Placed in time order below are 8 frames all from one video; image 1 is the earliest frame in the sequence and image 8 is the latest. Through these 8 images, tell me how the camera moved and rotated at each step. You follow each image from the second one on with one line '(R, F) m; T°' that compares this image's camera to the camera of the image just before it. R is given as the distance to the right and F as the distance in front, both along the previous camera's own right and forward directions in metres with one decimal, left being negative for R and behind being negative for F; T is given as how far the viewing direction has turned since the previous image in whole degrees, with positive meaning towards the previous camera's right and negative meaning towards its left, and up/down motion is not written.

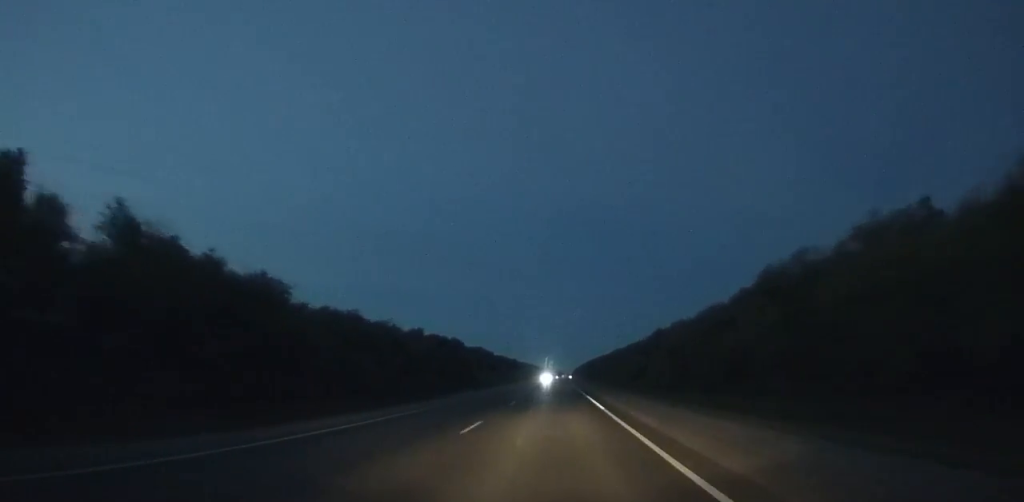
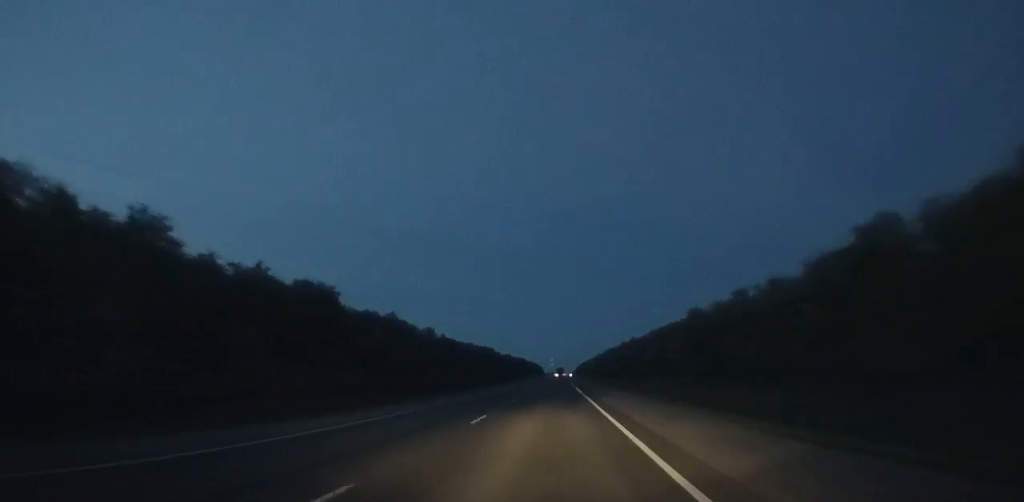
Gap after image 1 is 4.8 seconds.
(+0.3, +128.3) m; 0°
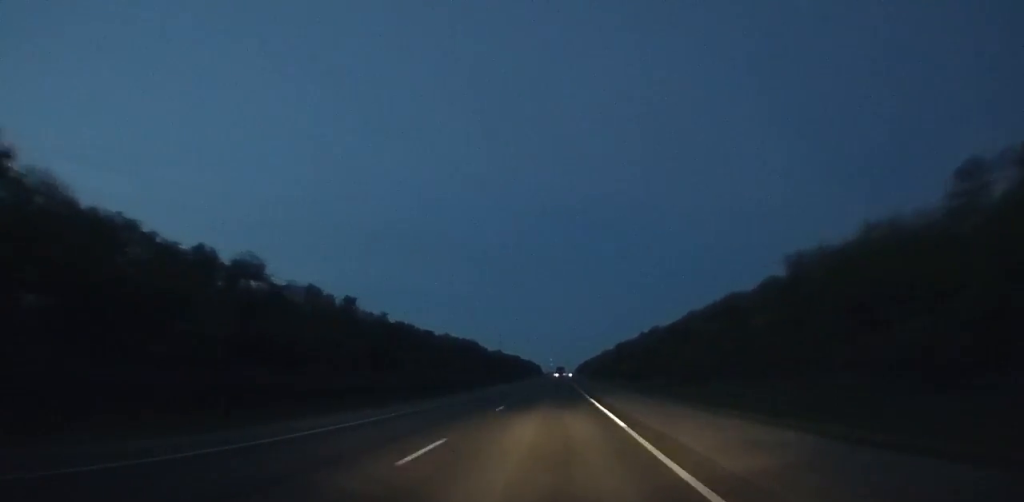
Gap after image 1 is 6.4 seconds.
(0.0, +41.9) m; 0°
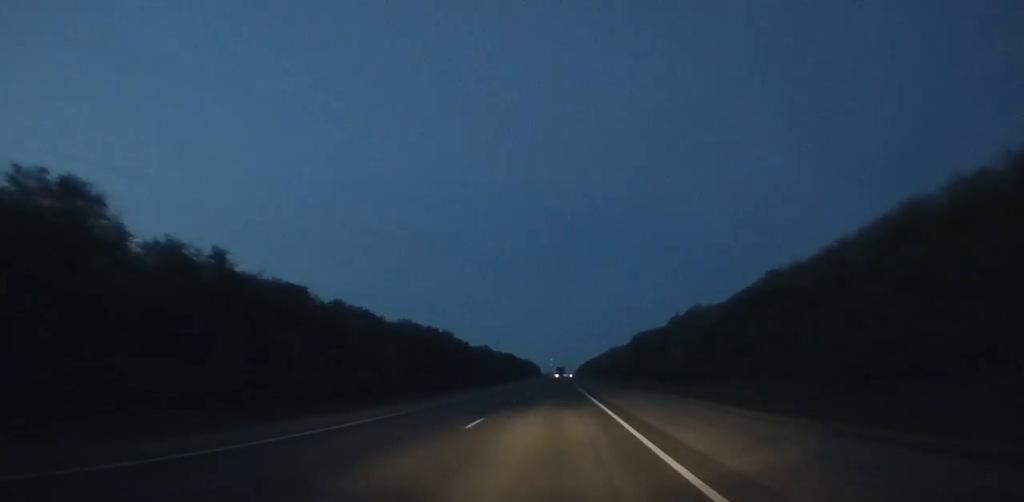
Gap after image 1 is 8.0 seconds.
(+0.1, +41.0) m; 0°
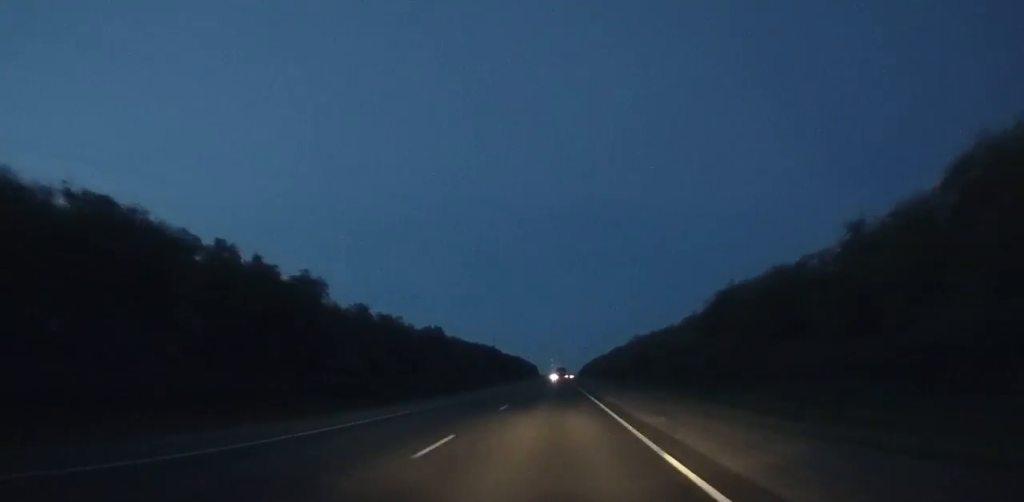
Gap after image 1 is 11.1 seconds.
(+0.1, +76.7) m; 0°
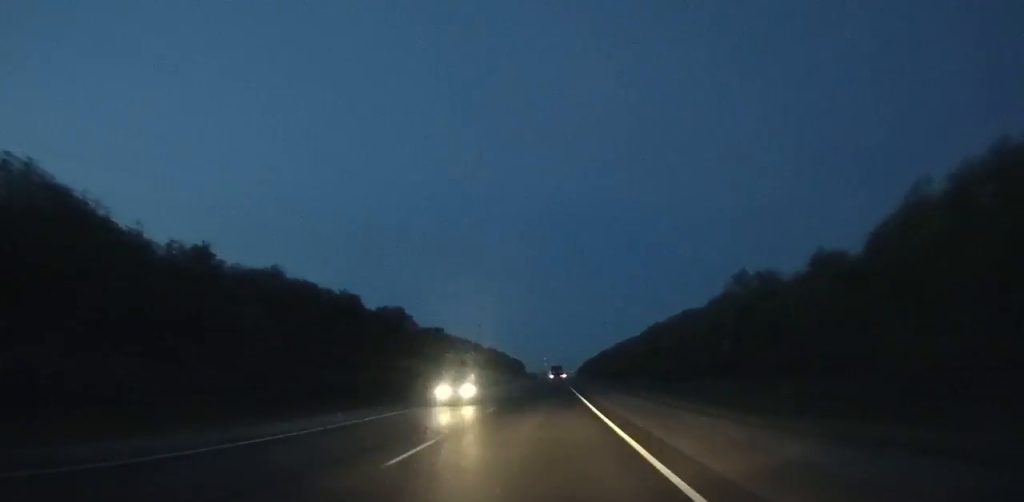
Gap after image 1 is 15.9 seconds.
(-0.2, +110.8) m; 0°
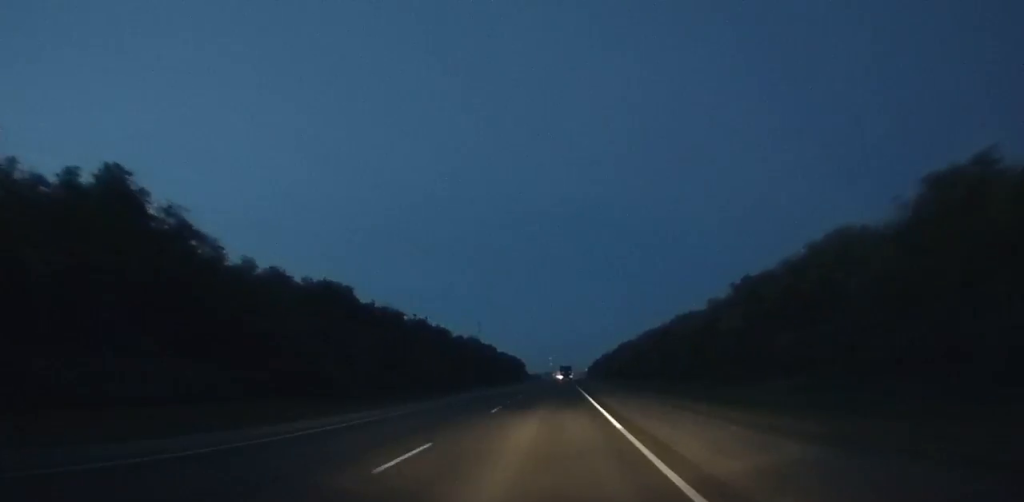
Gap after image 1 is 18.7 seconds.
(+0.2, +59.8) m; 0°
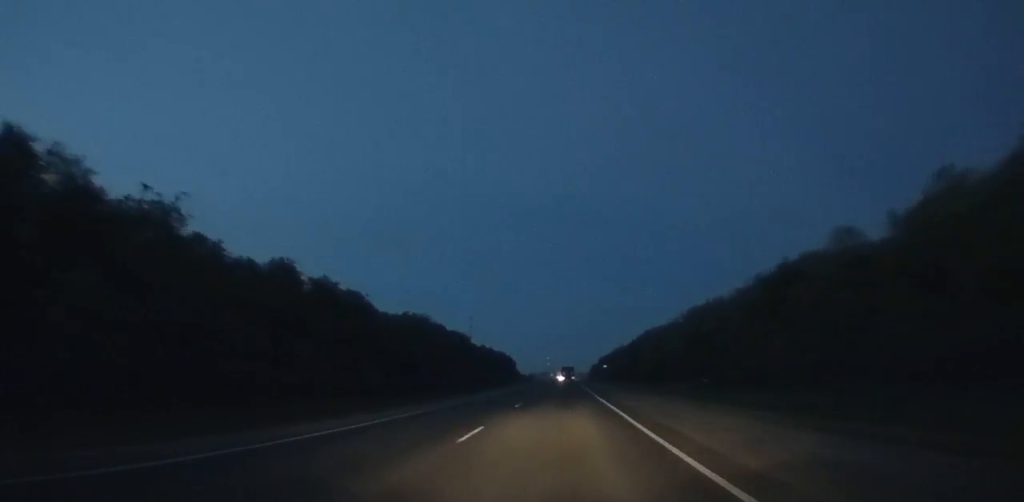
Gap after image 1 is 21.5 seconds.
(-0.1, +57.5) m; 0°
